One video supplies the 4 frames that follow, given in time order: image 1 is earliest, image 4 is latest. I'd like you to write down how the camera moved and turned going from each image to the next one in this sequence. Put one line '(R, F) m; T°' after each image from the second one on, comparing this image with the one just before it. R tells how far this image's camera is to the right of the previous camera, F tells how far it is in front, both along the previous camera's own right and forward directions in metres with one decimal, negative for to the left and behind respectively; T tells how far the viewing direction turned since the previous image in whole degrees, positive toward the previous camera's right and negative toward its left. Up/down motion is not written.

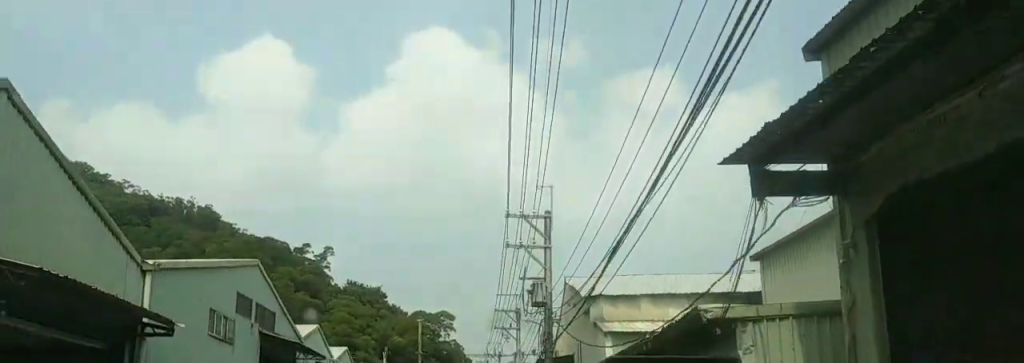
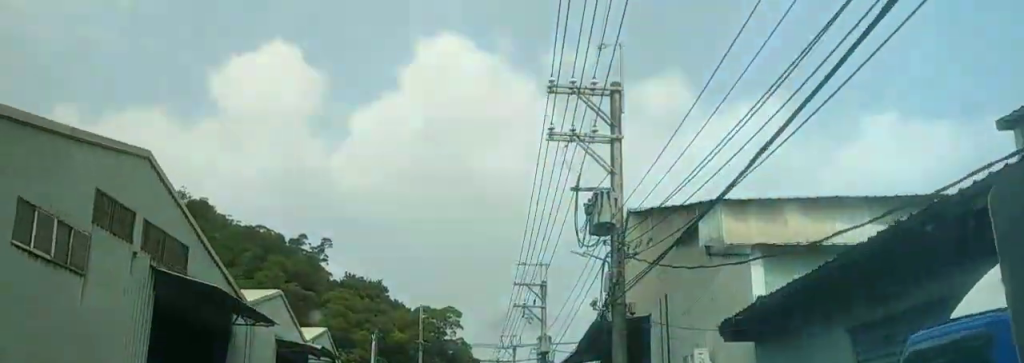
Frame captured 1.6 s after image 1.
(-1.4, +11.8) m; -6°
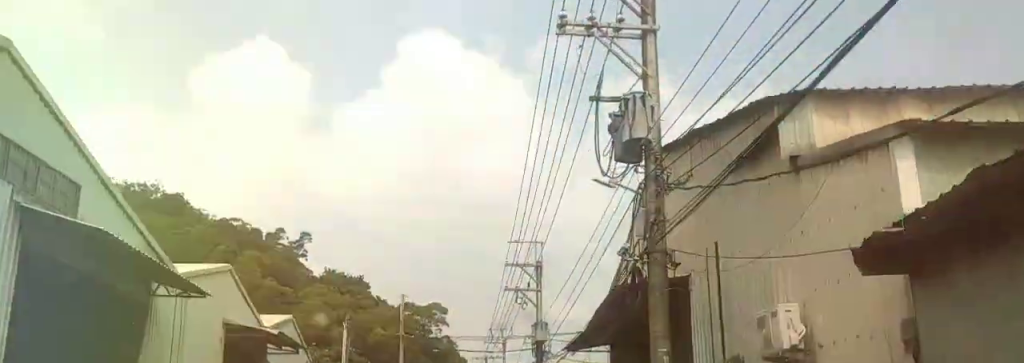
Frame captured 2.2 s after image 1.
(-0.1, +4.8) m; +3°
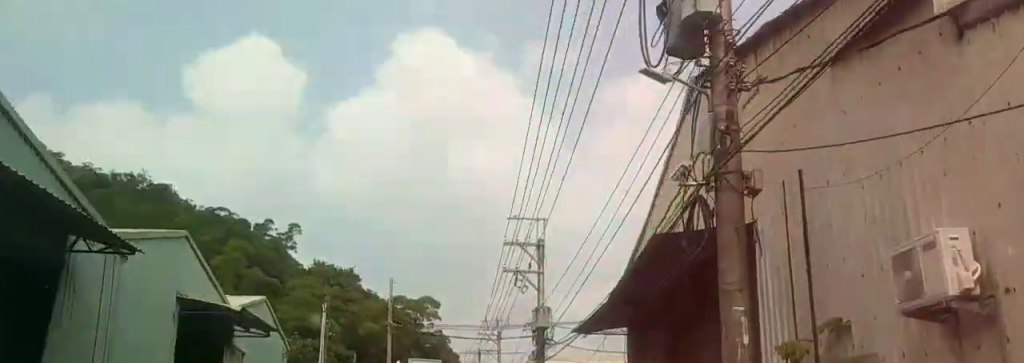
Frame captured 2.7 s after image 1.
(+0.3, +3.9) m; +3°
